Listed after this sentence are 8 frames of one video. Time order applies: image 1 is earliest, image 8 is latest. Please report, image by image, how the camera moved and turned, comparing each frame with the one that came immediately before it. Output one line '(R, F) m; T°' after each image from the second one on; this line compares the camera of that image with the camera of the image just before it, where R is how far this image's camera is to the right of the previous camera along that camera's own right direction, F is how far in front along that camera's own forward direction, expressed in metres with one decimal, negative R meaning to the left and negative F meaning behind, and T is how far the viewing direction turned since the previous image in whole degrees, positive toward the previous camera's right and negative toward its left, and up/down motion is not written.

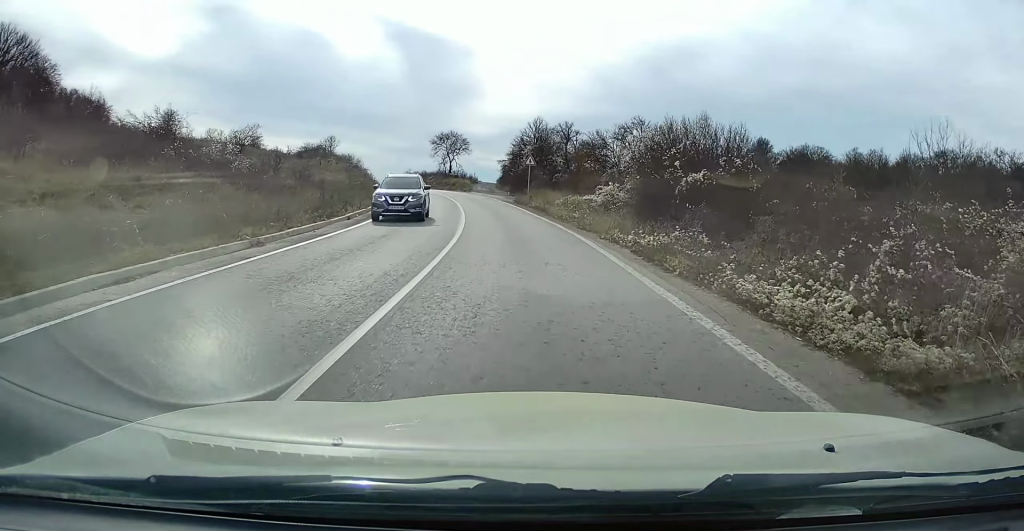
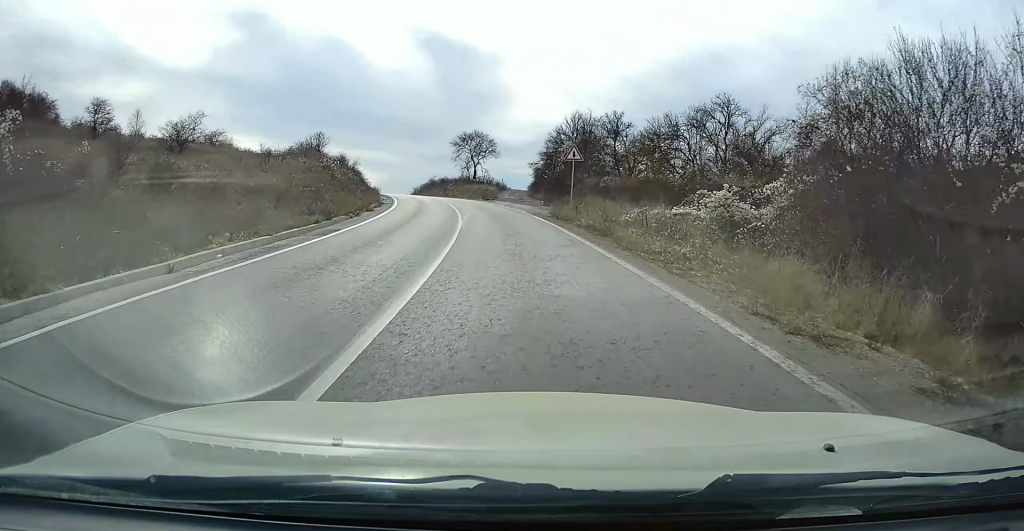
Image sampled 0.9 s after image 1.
(-0.4, +14.4) m; -3°
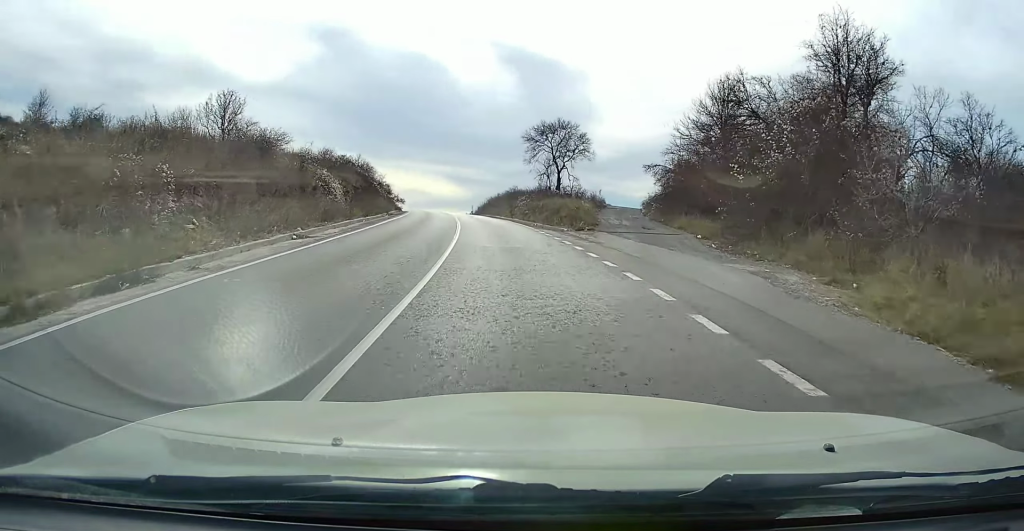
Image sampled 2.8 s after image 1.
(-2.1, +30.0) m; -8°
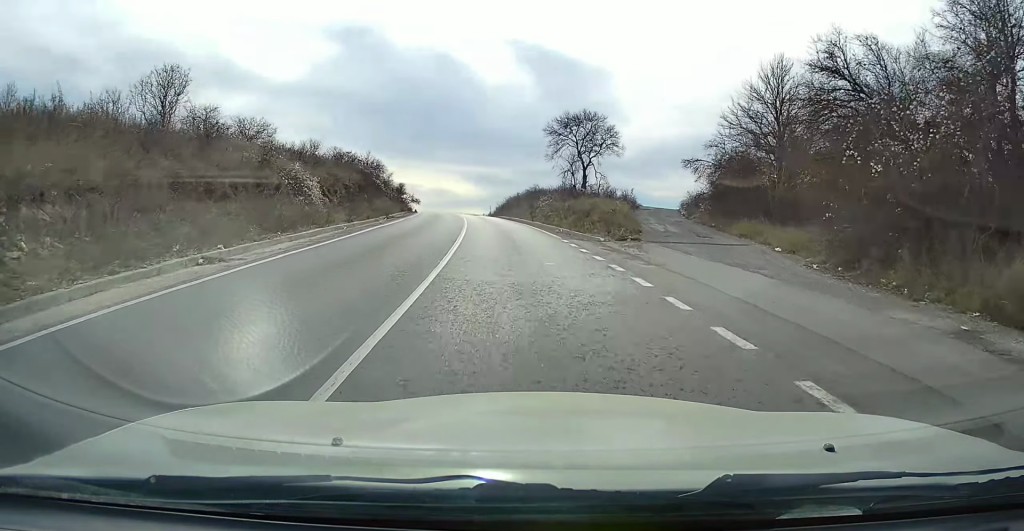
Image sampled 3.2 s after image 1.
(-0.1, +6.5) m; -1°
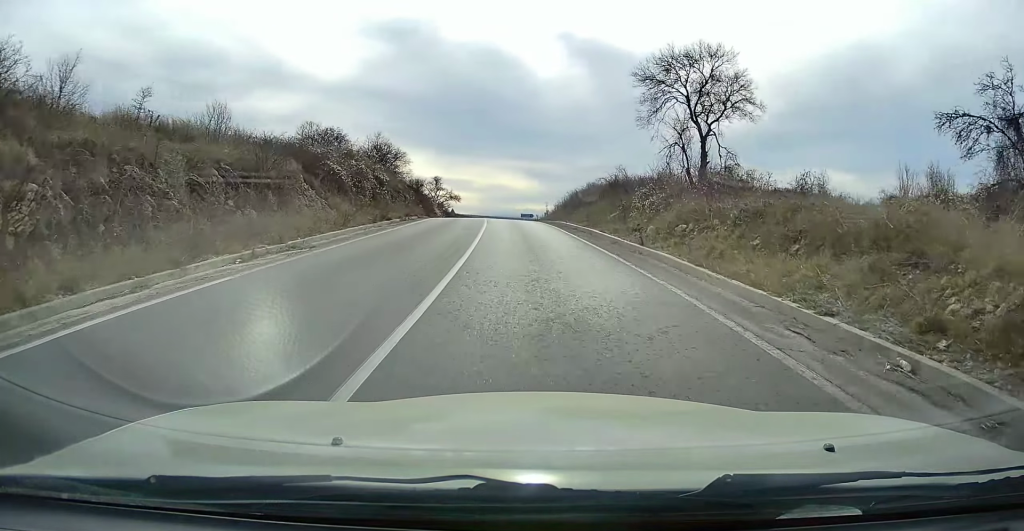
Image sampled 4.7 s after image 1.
(-0.9, +23.8) m; -4°
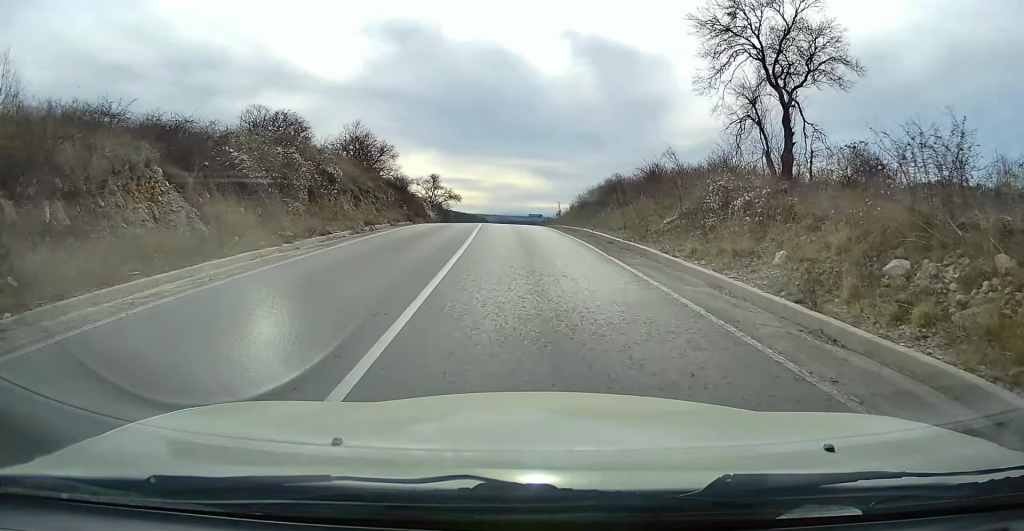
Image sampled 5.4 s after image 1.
(-0.1, +10.8) m; -1°
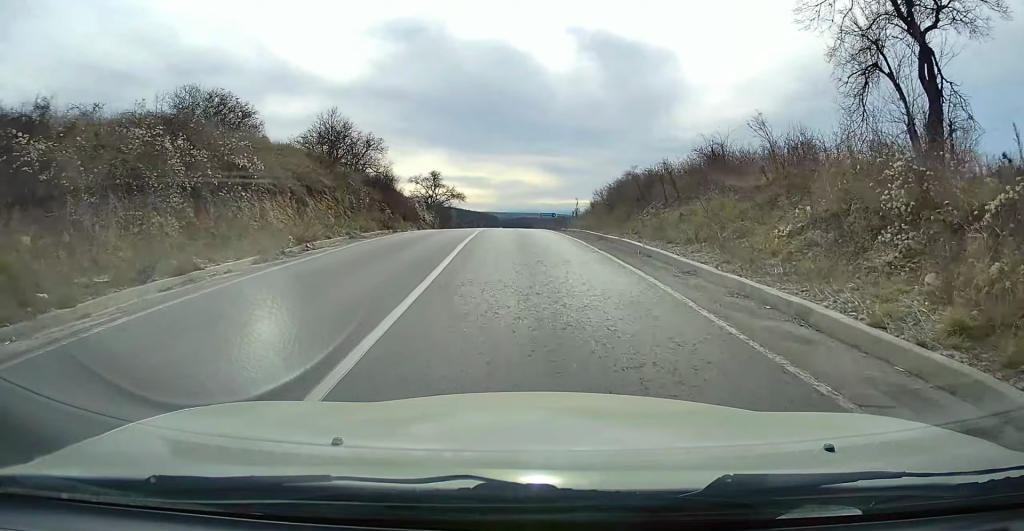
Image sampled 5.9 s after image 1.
(0.0, +8.8) m; -1°
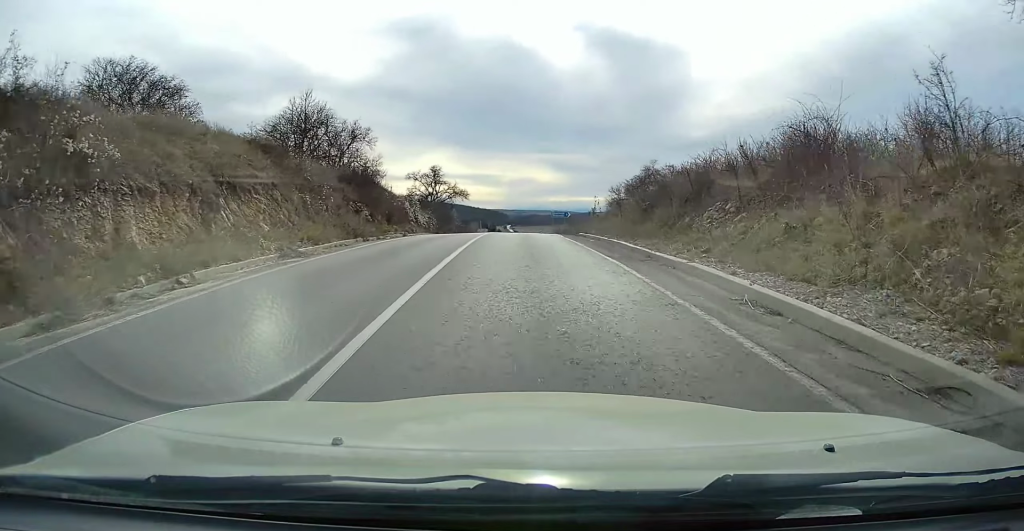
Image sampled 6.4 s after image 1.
(-0.2, +7.2) m; -1°
